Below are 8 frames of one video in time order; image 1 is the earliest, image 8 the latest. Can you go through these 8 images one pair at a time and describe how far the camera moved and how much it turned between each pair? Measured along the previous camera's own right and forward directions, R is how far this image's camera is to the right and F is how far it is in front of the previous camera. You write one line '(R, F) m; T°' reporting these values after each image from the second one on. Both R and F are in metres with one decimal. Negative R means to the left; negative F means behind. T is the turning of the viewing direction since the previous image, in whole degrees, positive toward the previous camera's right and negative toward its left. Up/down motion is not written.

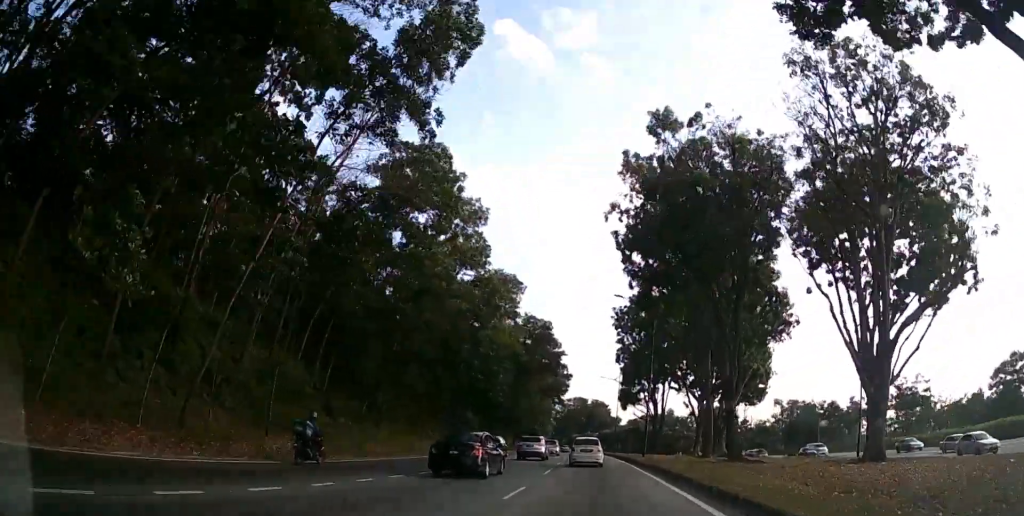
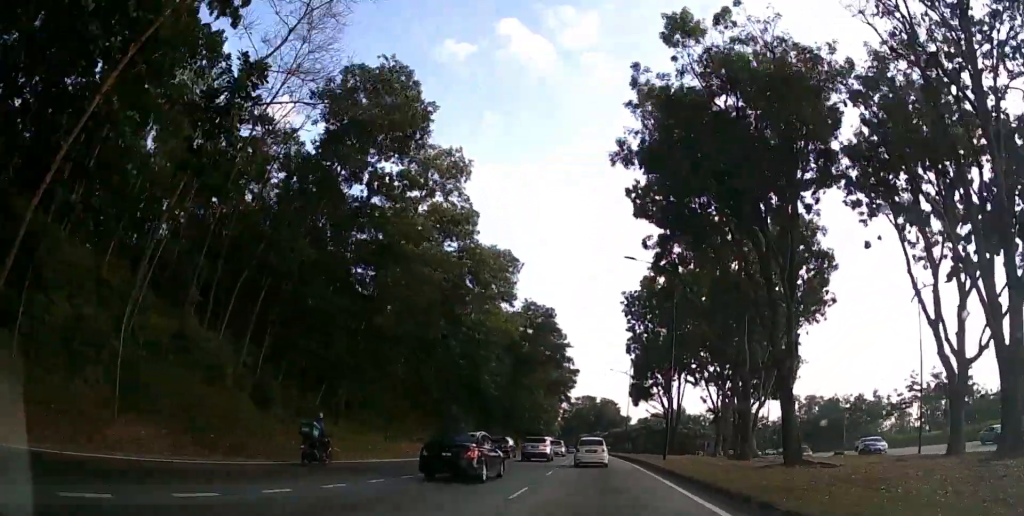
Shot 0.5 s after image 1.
(-0.2, +8.8) m; -1°
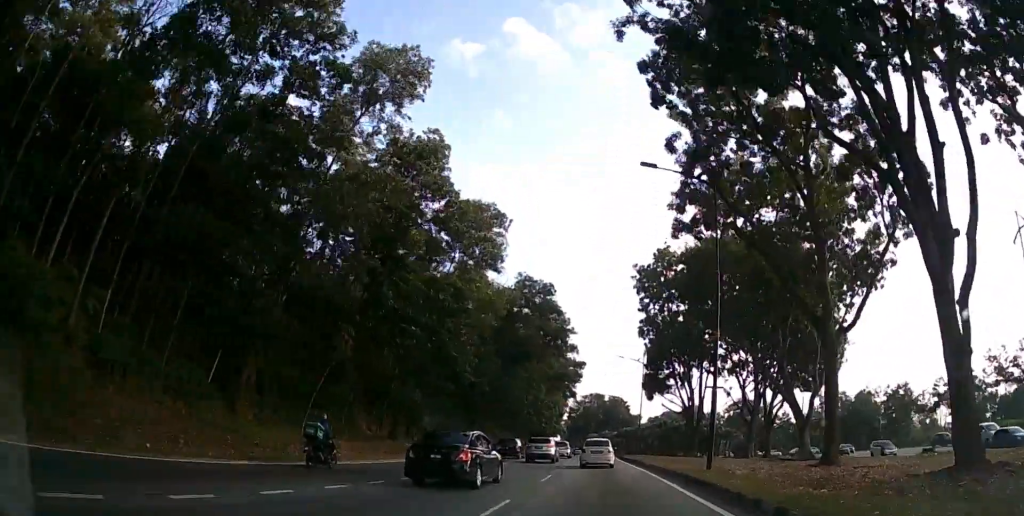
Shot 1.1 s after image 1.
(-0.2, +12.6) m; -1°
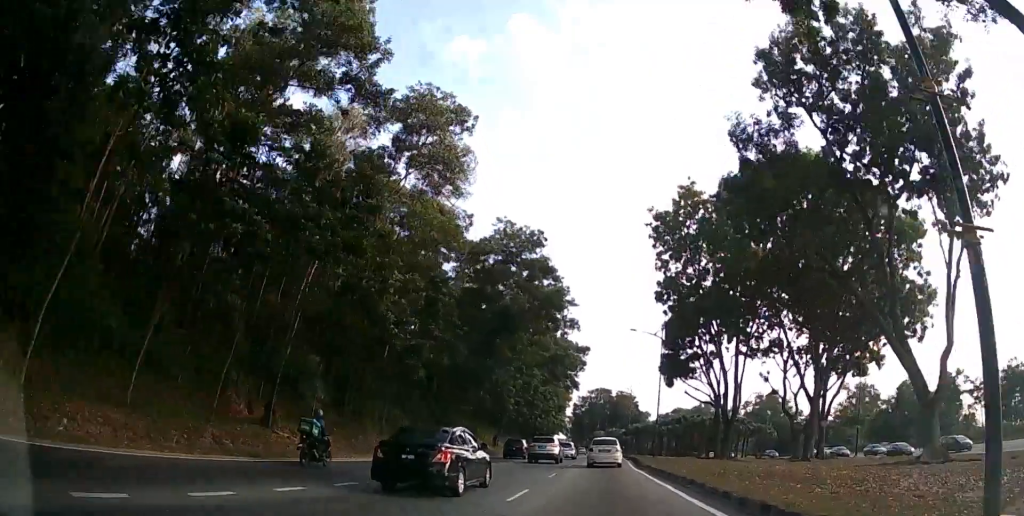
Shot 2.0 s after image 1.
(-0.1, +16.1) m; -1°
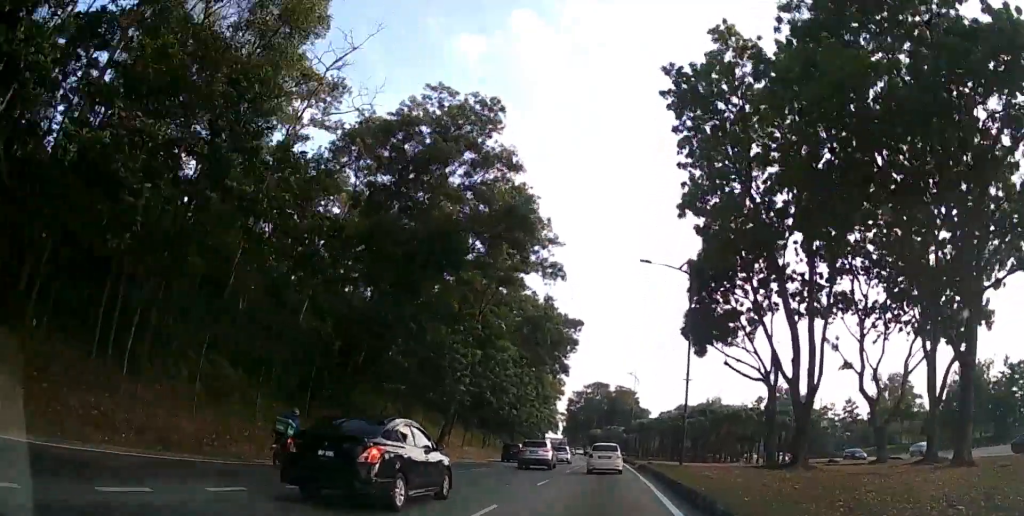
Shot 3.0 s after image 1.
(-0.1, +20.2) m; 0°
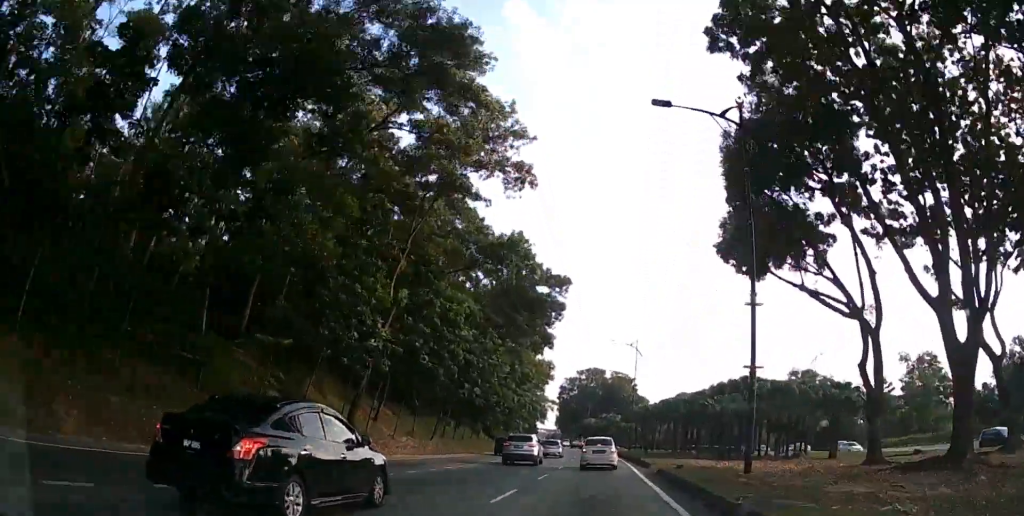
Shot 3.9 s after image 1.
(-0.1, +16.6) m; 0°
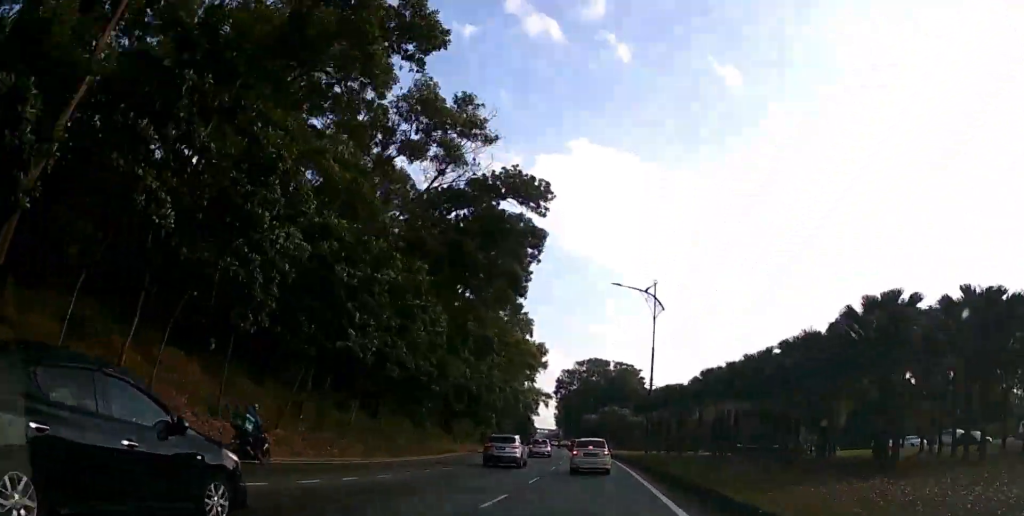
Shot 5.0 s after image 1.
(+0.2, +22.3) m; +1°
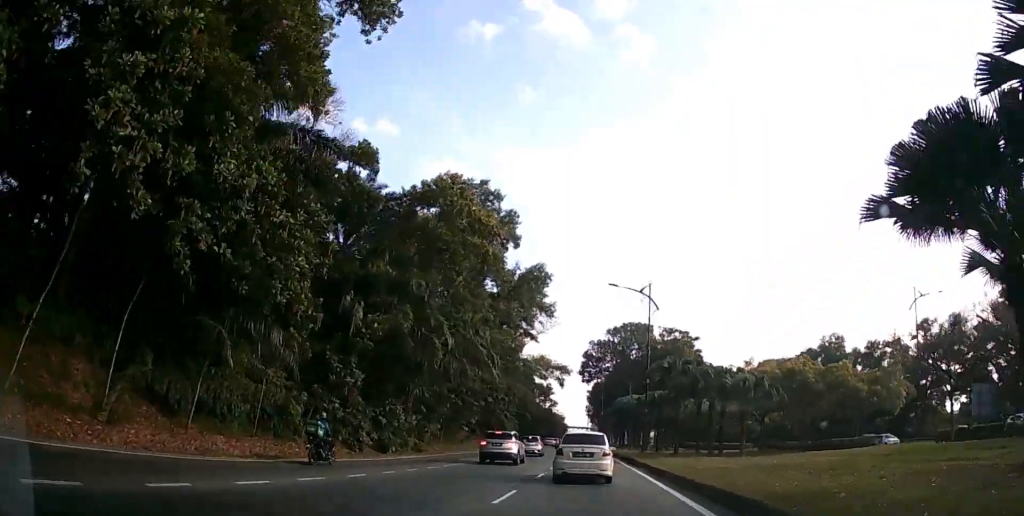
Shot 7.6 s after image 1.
(-0.7, +47.6) m; -3°
